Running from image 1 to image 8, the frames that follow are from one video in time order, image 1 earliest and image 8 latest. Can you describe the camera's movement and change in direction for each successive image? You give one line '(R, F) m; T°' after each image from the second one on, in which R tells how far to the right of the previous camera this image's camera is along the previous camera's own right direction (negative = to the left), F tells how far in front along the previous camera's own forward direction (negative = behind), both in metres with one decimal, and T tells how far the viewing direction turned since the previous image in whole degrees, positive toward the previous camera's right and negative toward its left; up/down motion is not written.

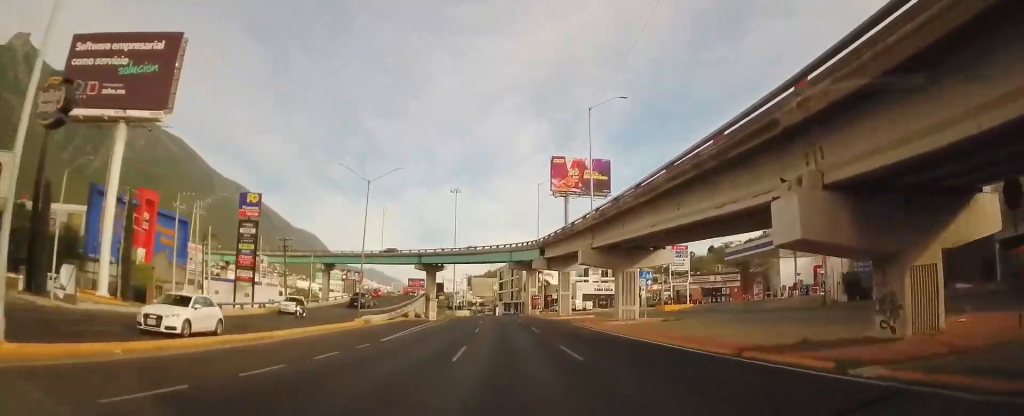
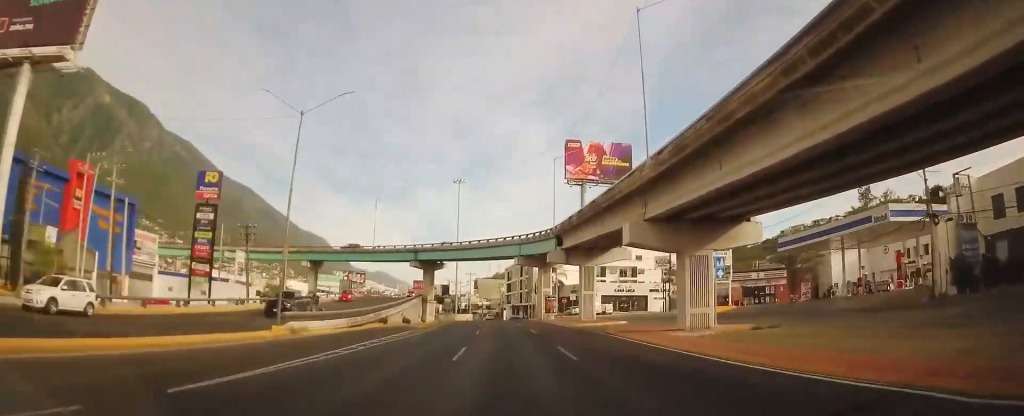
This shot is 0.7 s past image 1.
(+0.1, +14.2) m; 0°
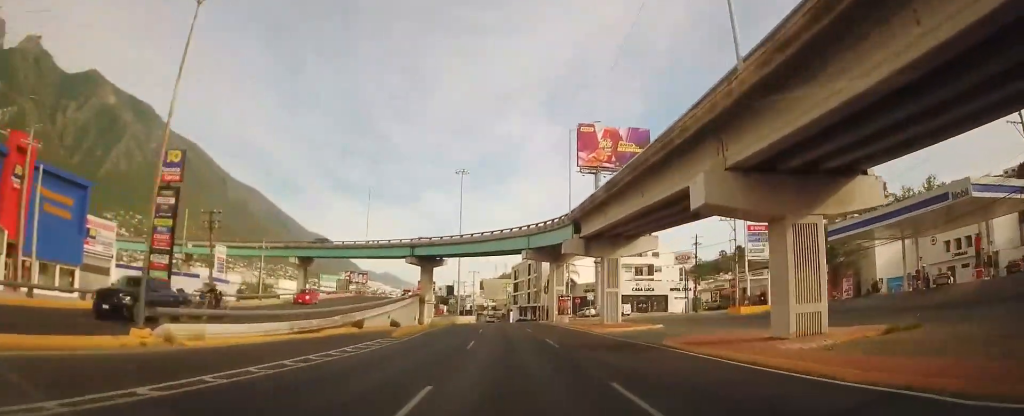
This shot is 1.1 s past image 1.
(+0.1, +9.9) m; 0°
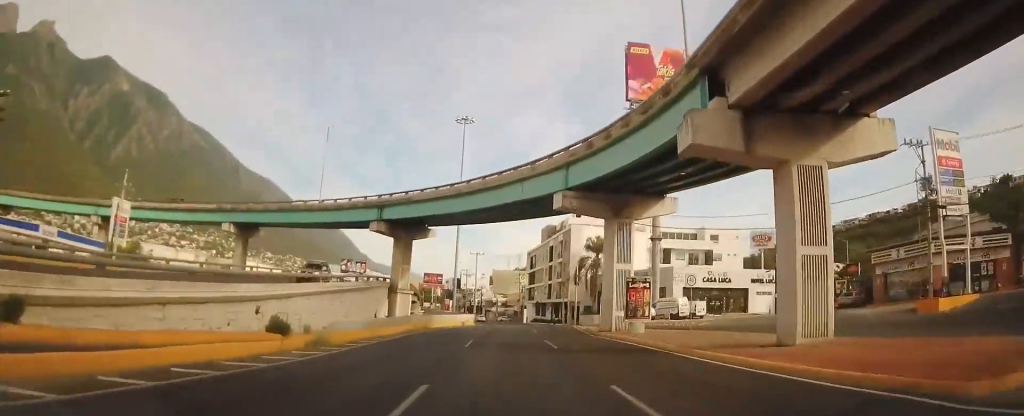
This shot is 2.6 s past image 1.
(-0.4, +30.5) m; -1°
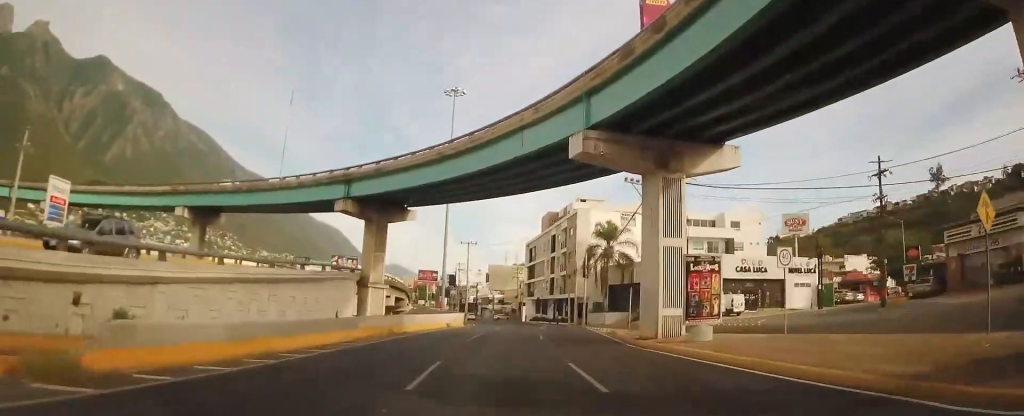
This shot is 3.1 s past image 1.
(0.0, +11.1) m; 0°
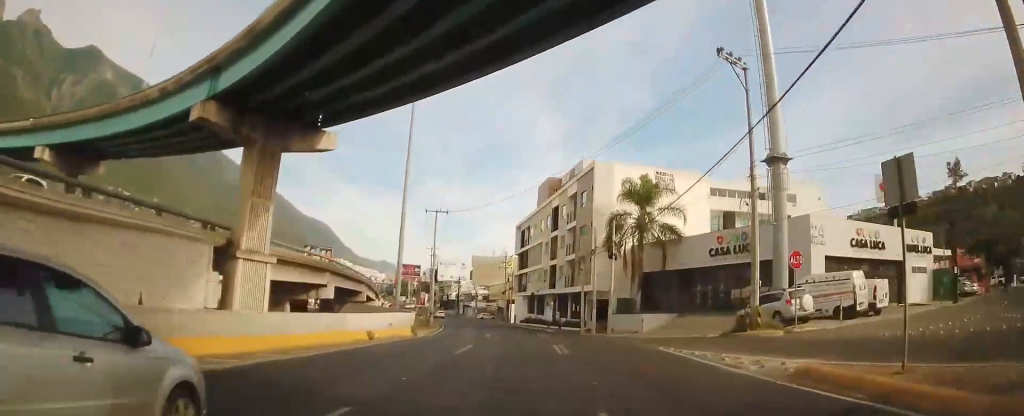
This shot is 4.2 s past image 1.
(+0.1, +22.0) m; 0°
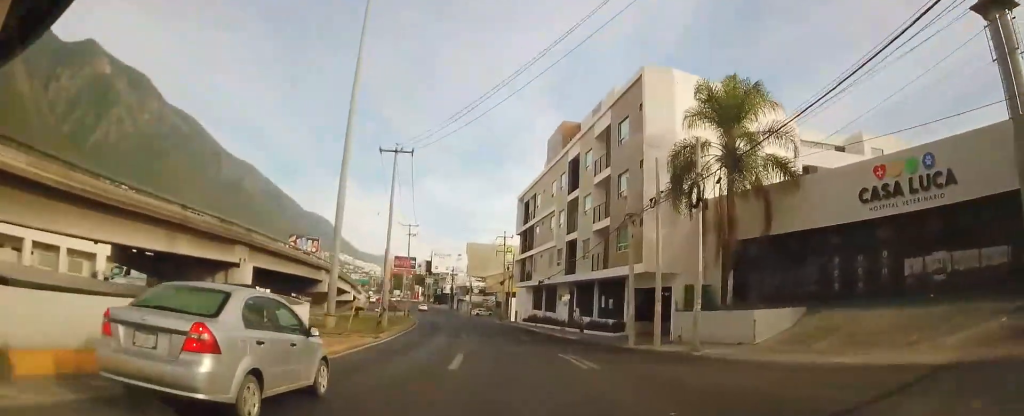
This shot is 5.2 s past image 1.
(0.0, +18.1) m; -1°
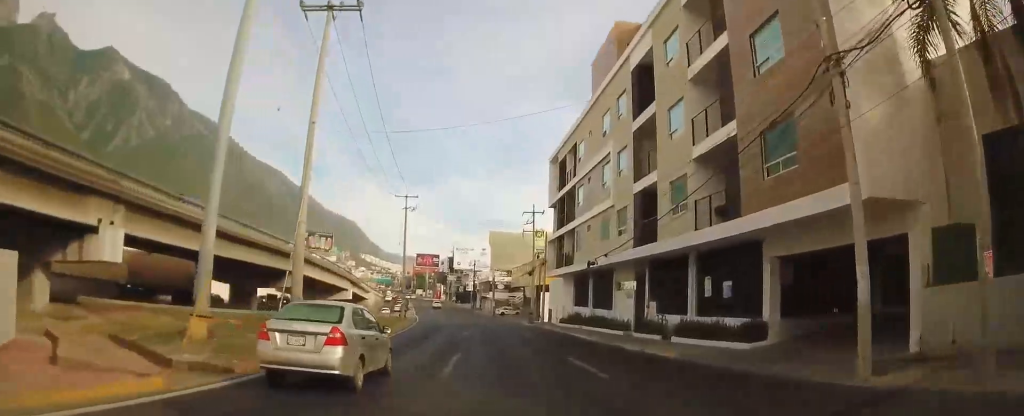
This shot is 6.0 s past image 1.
(-0.3, +16.3) m; -2°
